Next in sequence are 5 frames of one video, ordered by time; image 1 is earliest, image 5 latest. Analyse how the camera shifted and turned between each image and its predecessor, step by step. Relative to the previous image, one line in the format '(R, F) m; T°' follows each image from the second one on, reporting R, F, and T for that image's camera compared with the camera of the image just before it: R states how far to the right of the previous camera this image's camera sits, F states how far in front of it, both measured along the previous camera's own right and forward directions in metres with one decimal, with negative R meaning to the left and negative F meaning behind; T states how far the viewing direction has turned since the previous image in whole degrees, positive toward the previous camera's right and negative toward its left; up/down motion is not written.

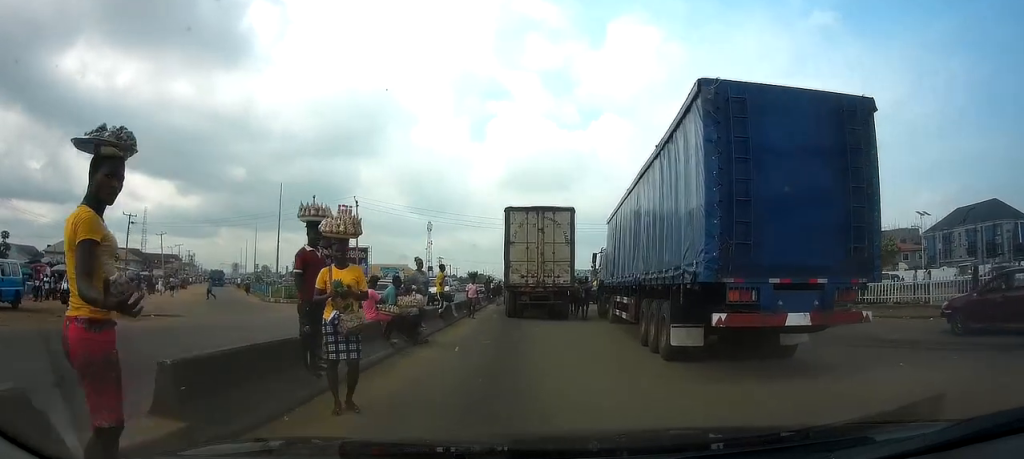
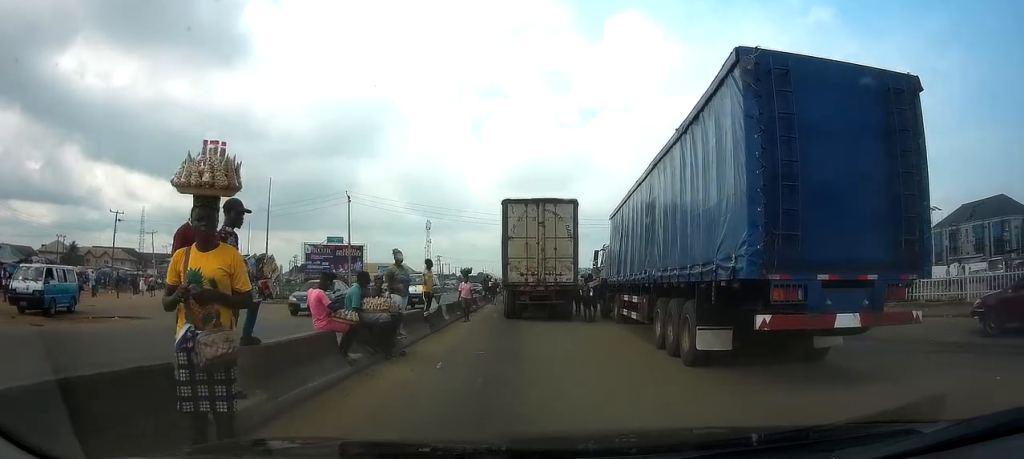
(0.0, +2.4) m; 0°
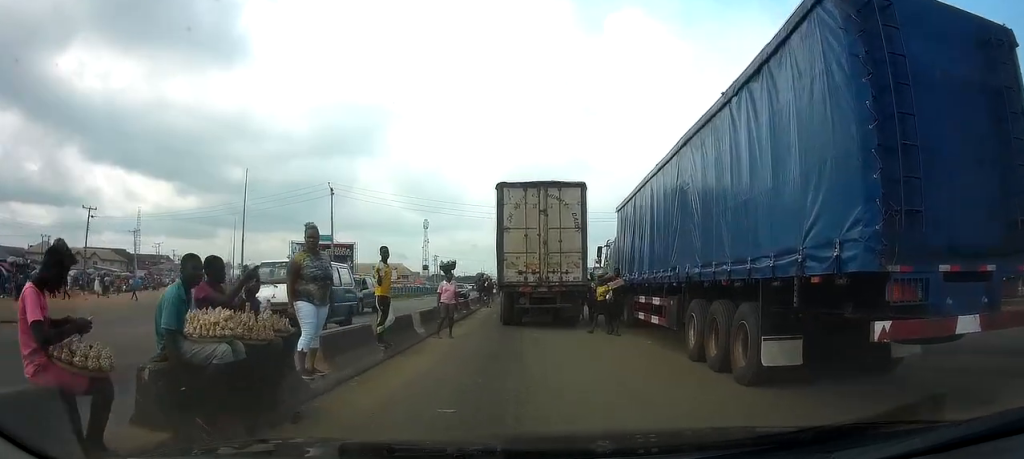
(-0.1, +4.9) m; -1°
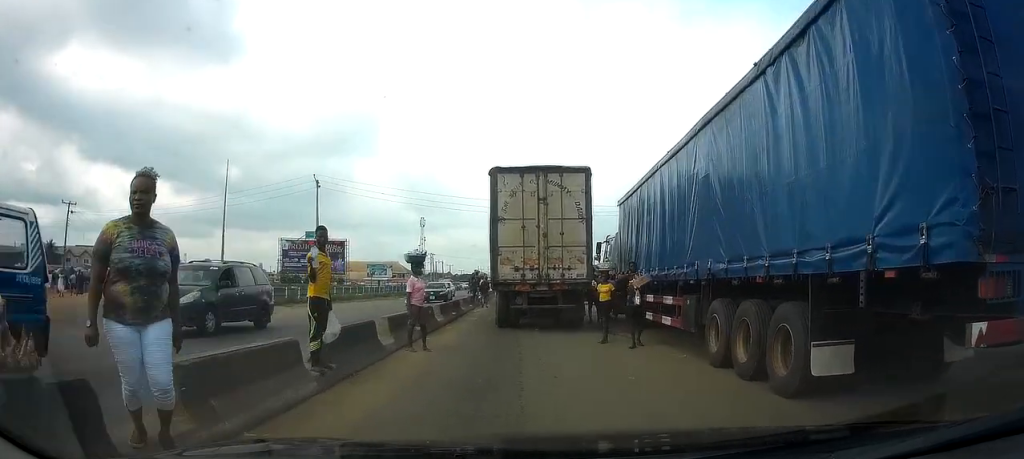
(0.0, +3.1) m; 0°
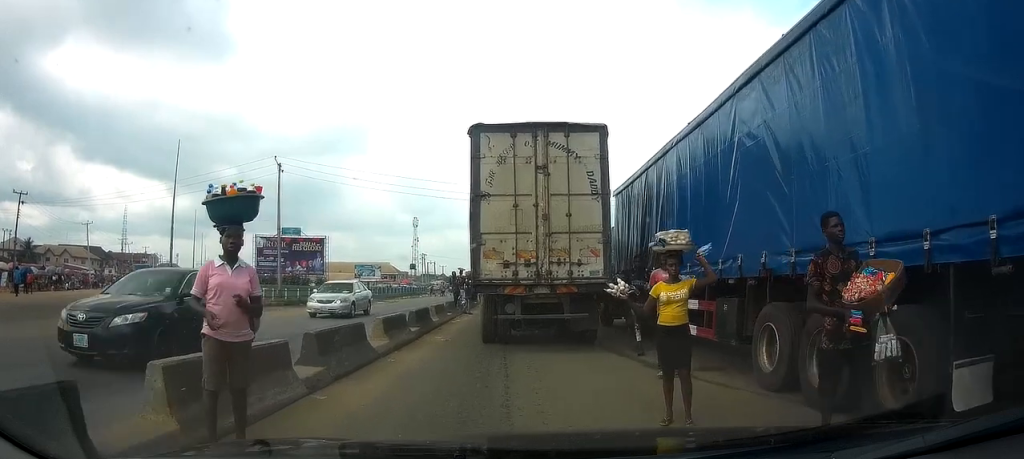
(-0.1, +6.8) m; 0°
